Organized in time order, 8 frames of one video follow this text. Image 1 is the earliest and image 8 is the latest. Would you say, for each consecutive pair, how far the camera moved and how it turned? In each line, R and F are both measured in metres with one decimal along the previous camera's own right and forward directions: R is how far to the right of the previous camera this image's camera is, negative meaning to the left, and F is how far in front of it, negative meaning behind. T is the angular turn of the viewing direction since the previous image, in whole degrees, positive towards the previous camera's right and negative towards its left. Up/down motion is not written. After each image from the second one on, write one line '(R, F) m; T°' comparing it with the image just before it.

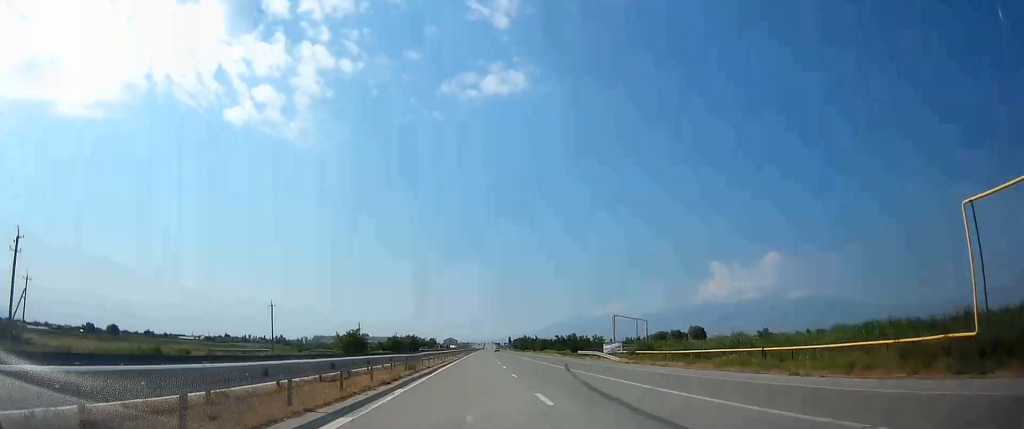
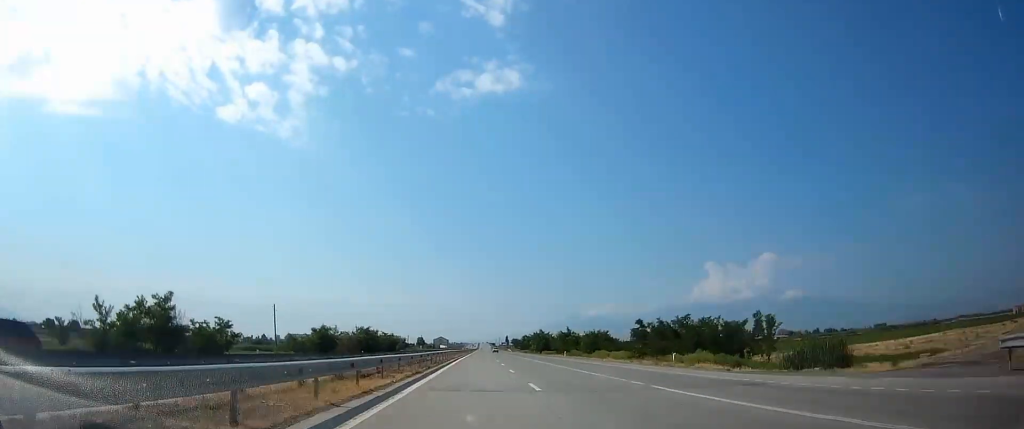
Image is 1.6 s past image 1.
(+0.5, +67.0) m; +1°
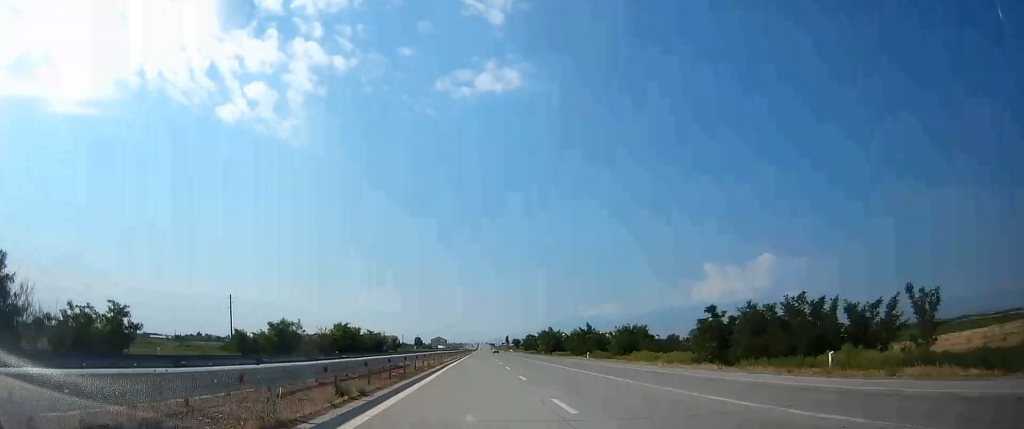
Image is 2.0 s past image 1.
(+0.1, +18.6) m; 0°
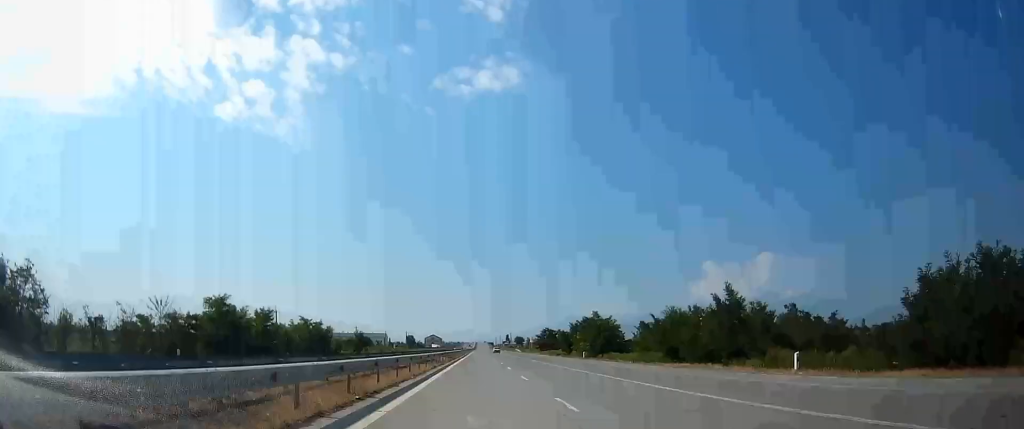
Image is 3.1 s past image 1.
(+0.1, +47.1) m; 0°
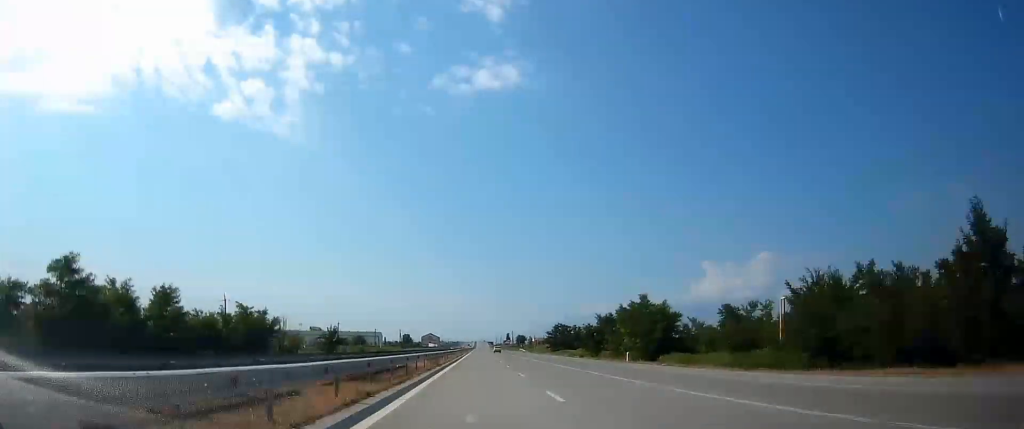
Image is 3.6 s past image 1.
(-0.3, +21.4) m; 0°
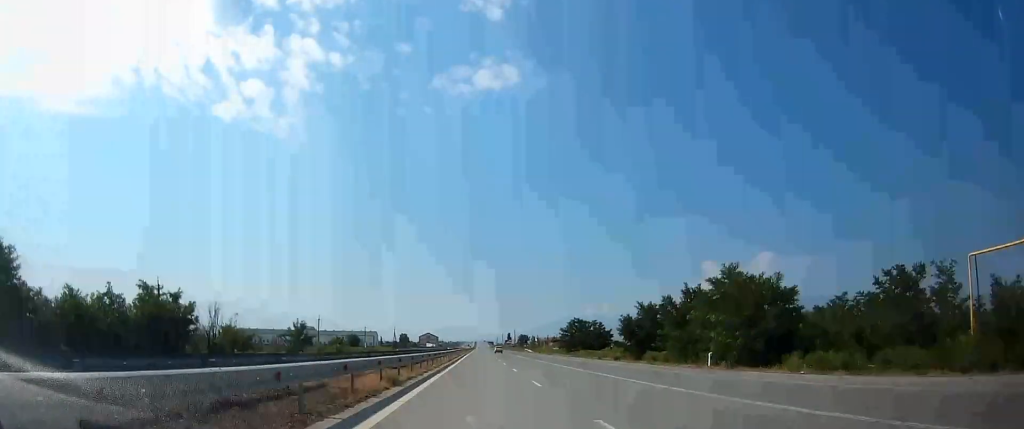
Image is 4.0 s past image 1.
(+0.2, +18.6) m; 0°
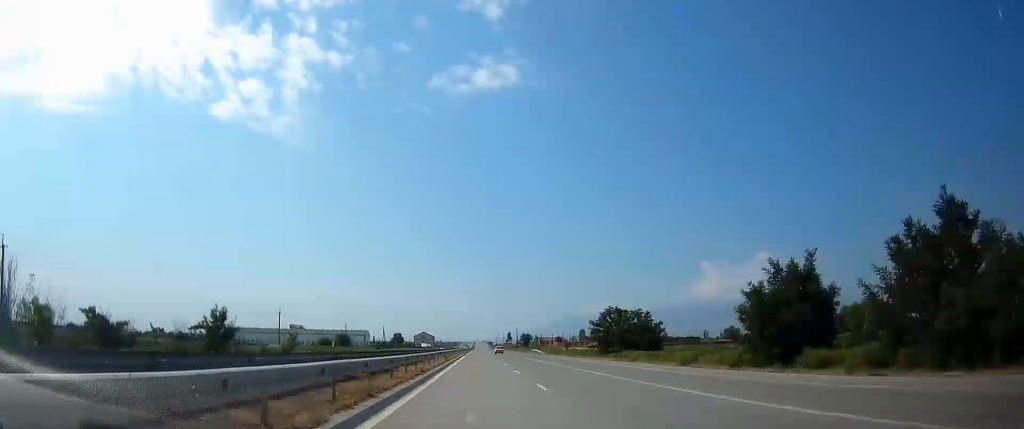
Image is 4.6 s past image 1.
(+0.4, +25.8) m; 0°
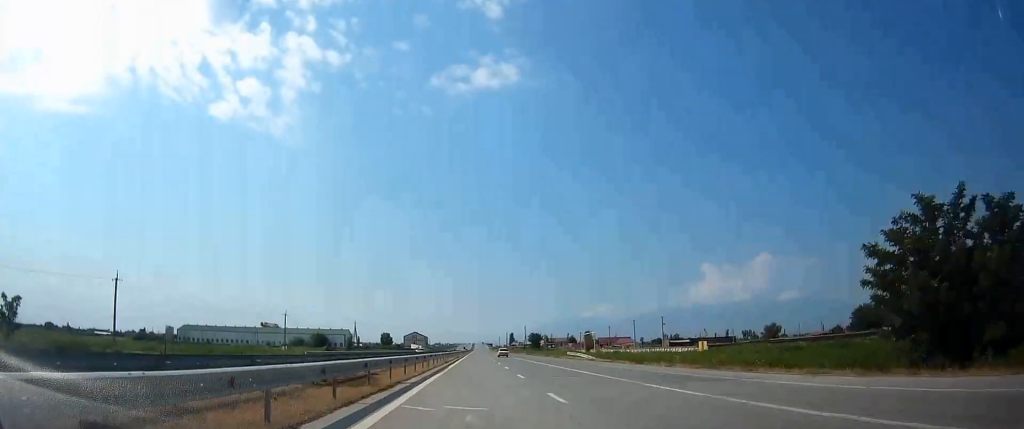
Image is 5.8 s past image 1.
(-0.4, +51.7) m; 0°
